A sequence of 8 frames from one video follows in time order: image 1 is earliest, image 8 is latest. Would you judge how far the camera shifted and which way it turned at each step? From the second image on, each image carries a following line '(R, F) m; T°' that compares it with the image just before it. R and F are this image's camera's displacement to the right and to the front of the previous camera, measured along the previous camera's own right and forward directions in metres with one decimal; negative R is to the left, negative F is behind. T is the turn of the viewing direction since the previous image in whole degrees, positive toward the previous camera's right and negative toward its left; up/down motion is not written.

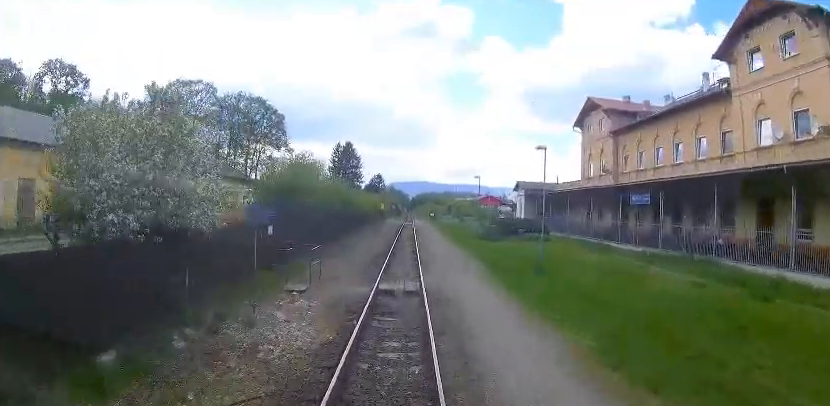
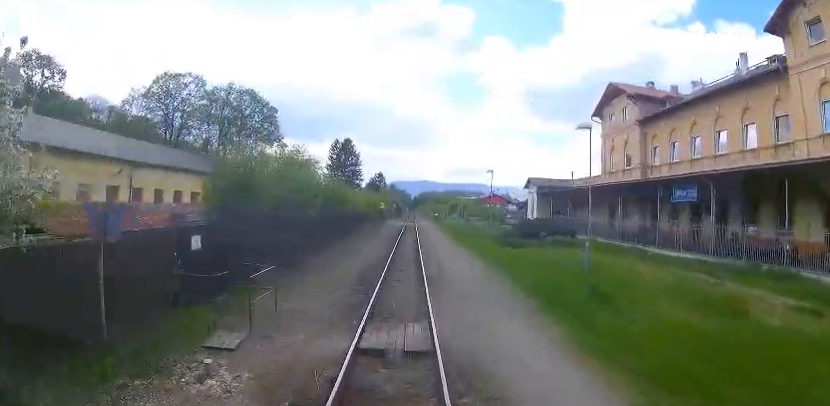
(0.0, +6.0) m; 0°
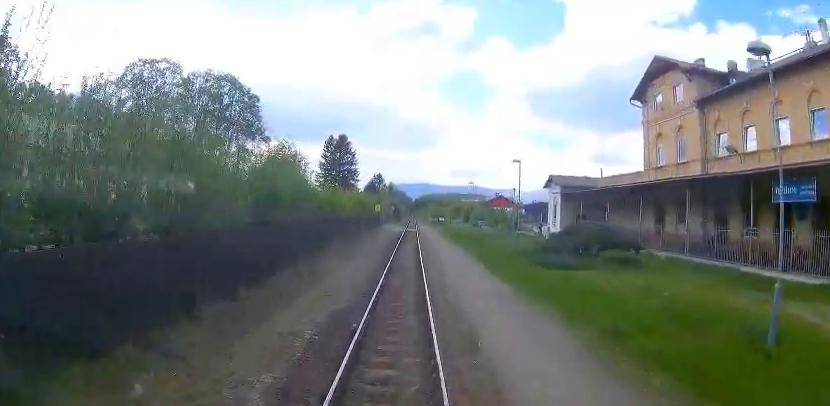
(+0.1, +10.5) m; 0°
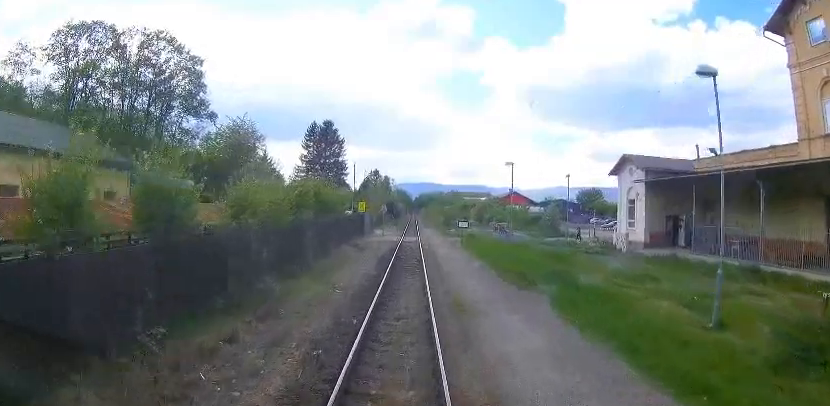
(-0.7, +22.0) m; 0°
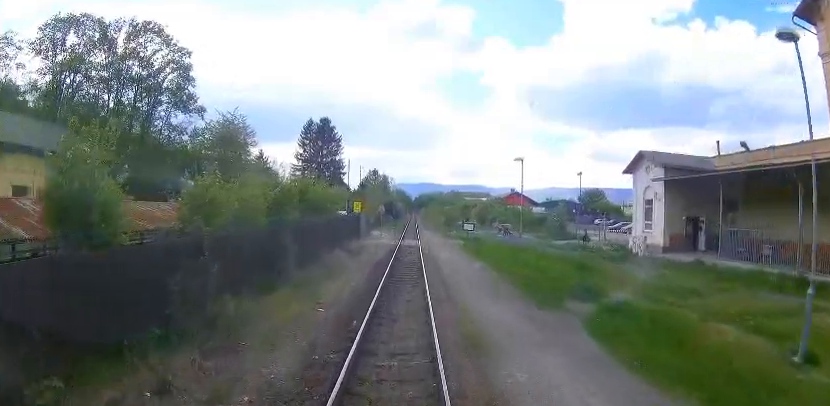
(+0.1, +3.2) m; 0°
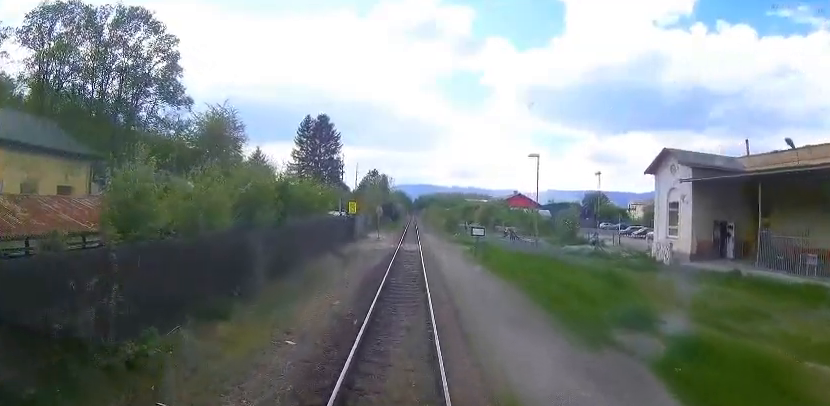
(+0.2, +3.8) m; -1°
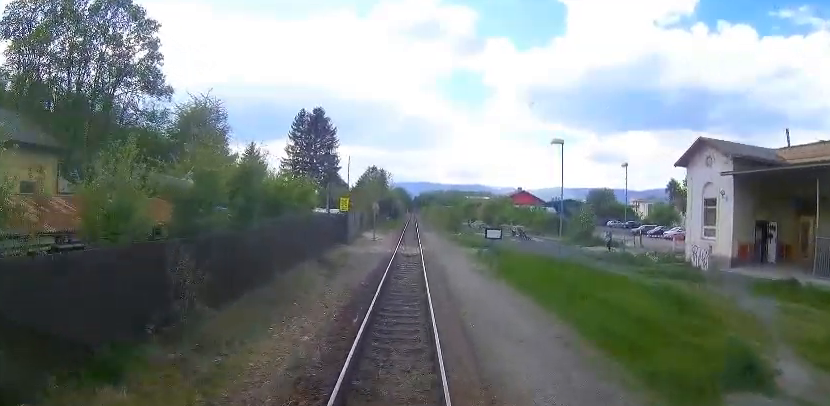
(-0.3, +4.8) m; 0°
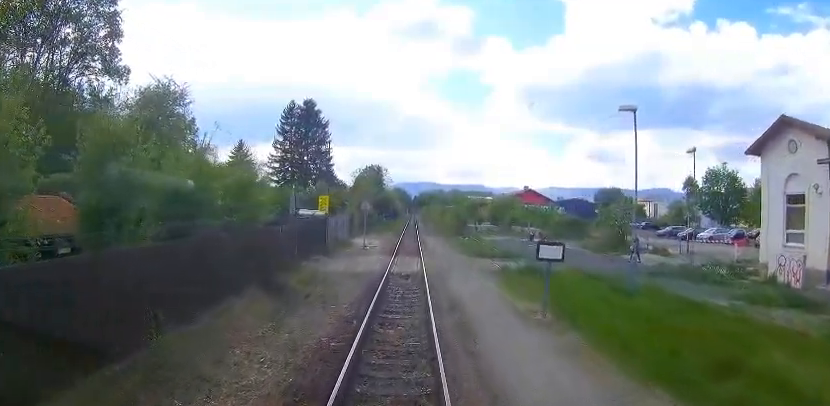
(+0.3, +9.5) m; 0°
